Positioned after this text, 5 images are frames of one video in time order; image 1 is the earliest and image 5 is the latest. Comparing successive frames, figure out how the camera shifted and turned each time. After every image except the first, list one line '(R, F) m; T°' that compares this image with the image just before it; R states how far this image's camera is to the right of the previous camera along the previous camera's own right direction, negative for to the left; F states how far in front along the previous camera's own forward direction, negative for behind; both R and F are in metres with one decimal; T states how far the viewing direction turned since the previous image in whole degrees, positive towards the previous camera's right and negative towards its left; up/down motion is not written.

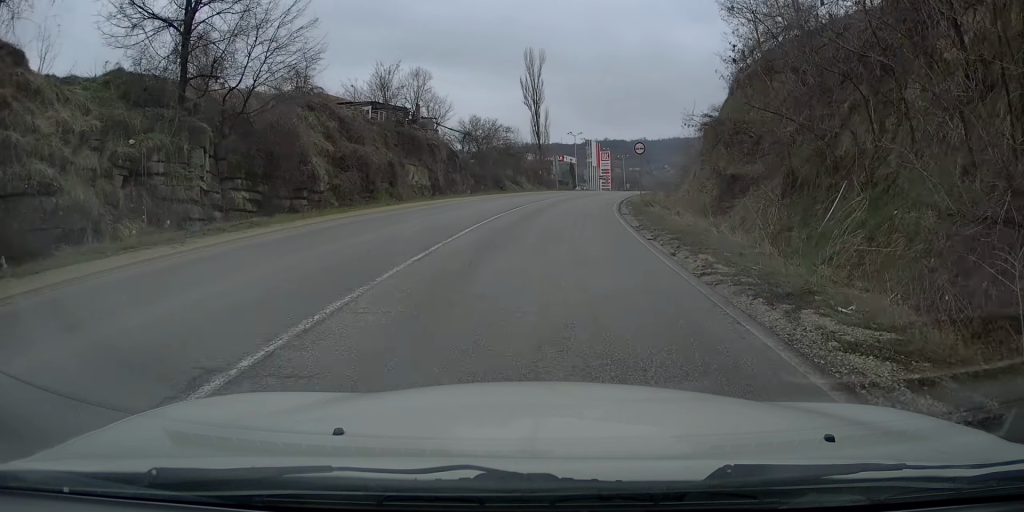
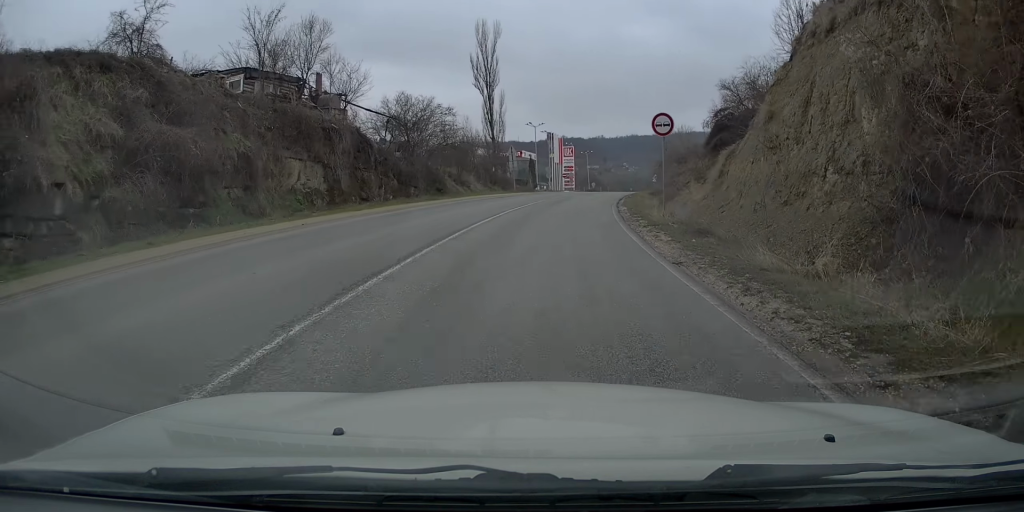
(+0.6, +14.6) m; +4°
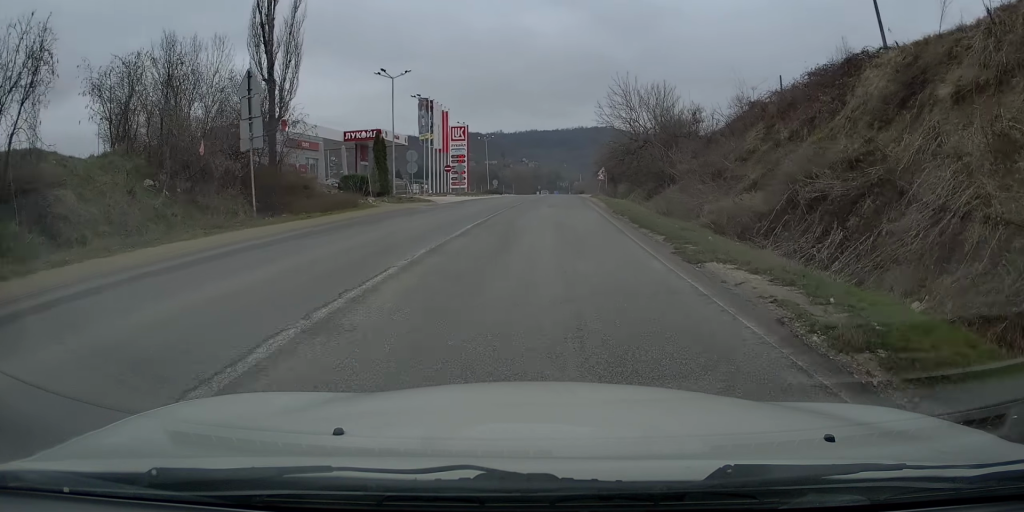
(+3.1, +39.5) m; +9°
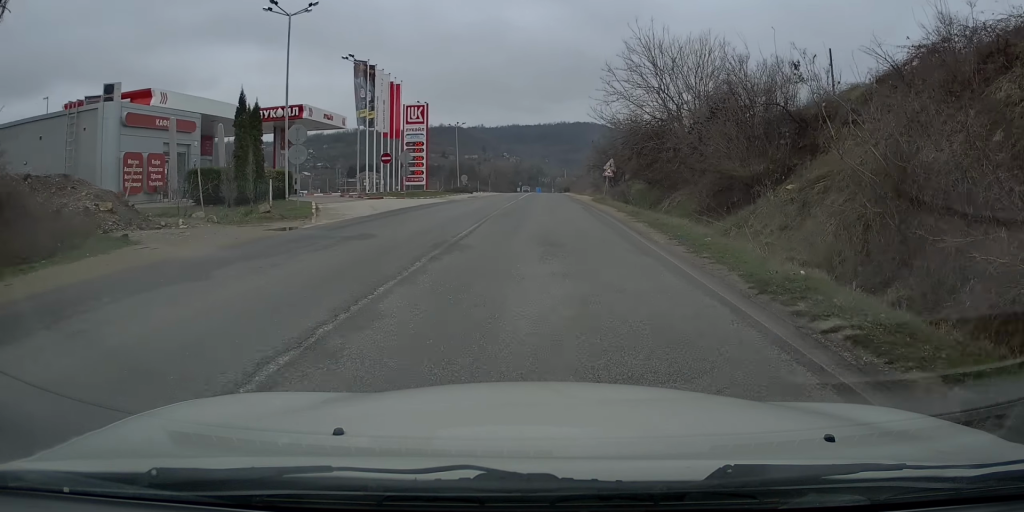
(+1.0, +17.7) m; +4°
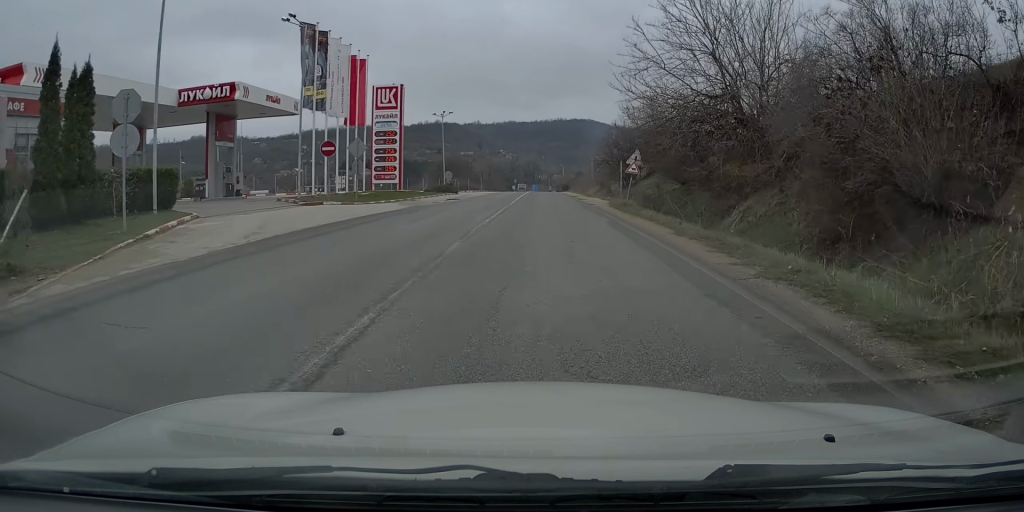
(0.0, +10.7) m; 0°
